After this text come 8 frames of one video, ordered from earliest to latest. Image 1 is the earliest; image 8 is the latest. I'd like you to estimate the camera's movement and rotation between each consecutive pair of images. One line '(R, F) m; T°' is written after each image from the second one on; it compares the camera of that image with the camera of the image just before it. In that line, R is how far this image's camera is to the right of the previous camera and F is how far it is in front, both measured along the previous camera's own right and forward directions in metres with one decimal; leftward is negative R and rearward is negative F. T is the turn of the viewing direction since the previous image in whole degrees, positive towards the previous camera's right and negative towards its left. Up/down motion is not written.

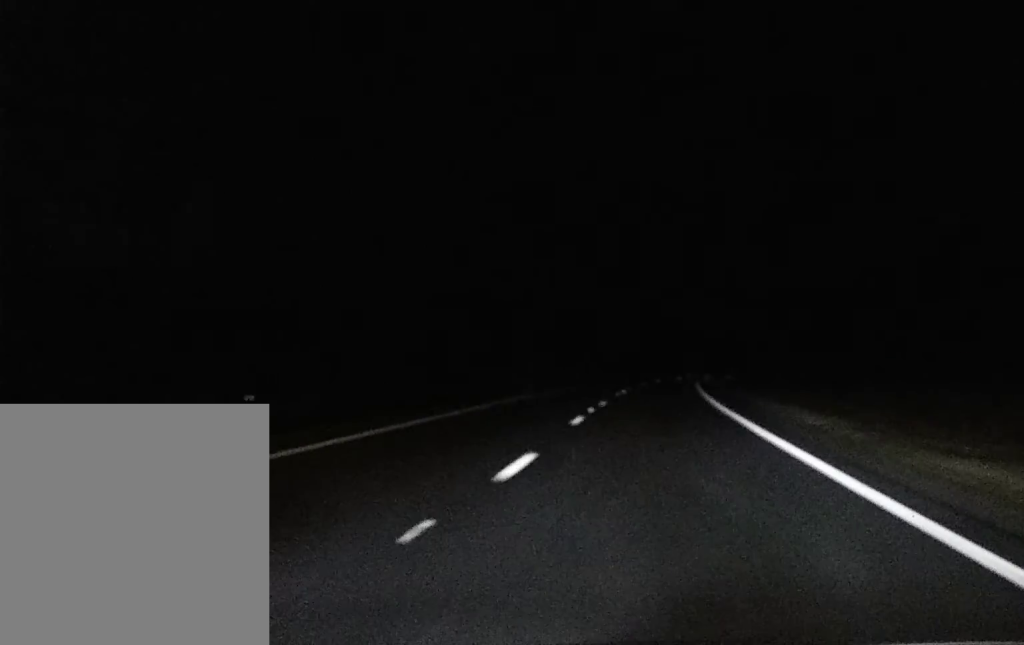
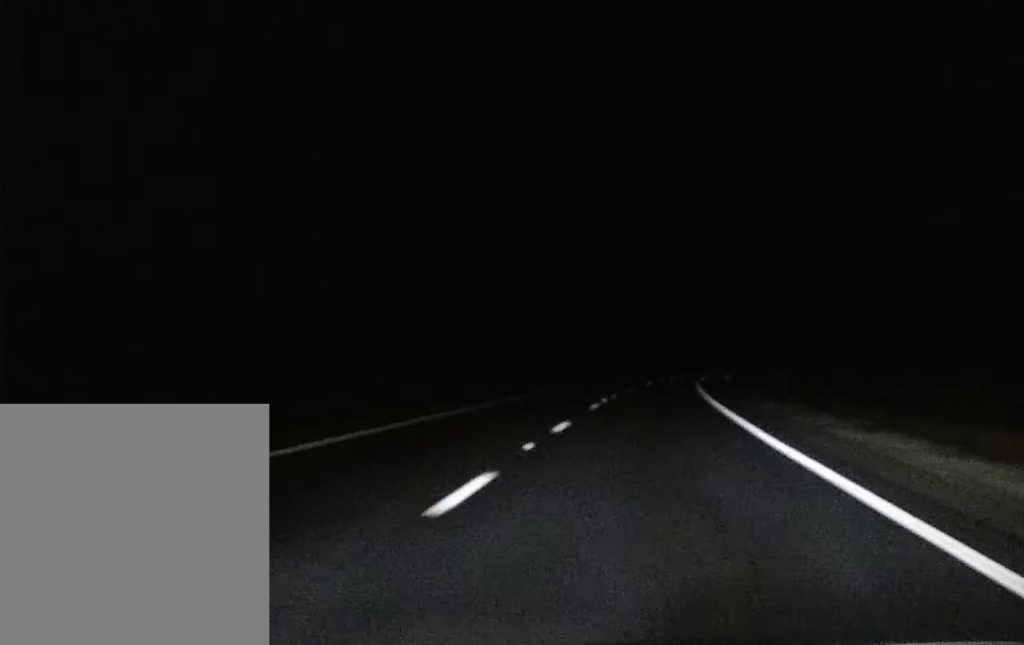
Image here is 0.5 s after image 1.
(0.0, +15.1) m; 0°
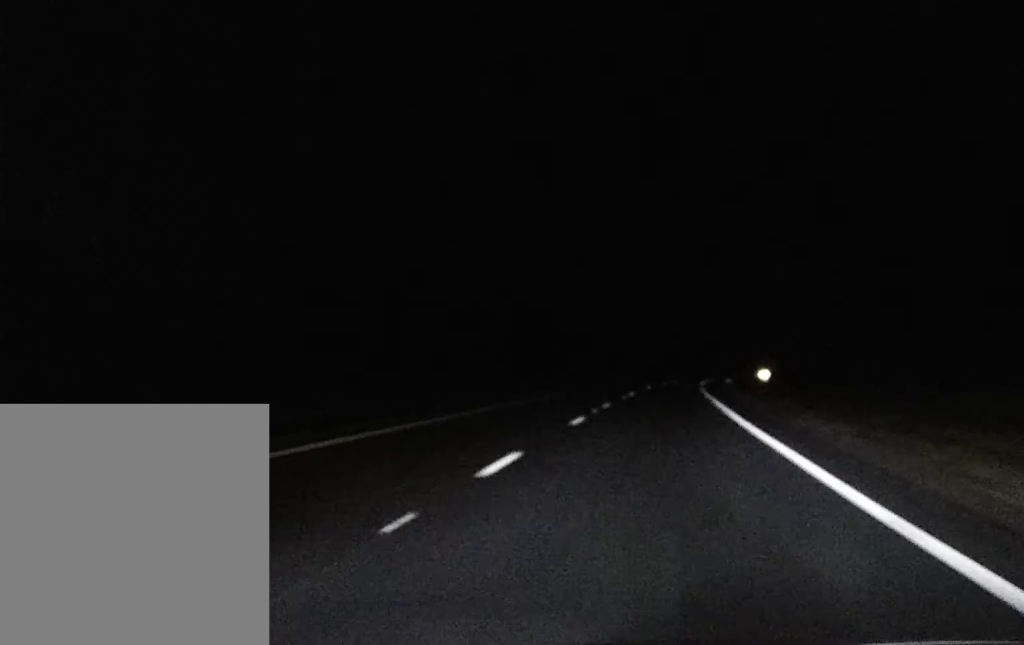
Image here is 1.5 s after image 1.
(+0.1, +32.5) m; 0°
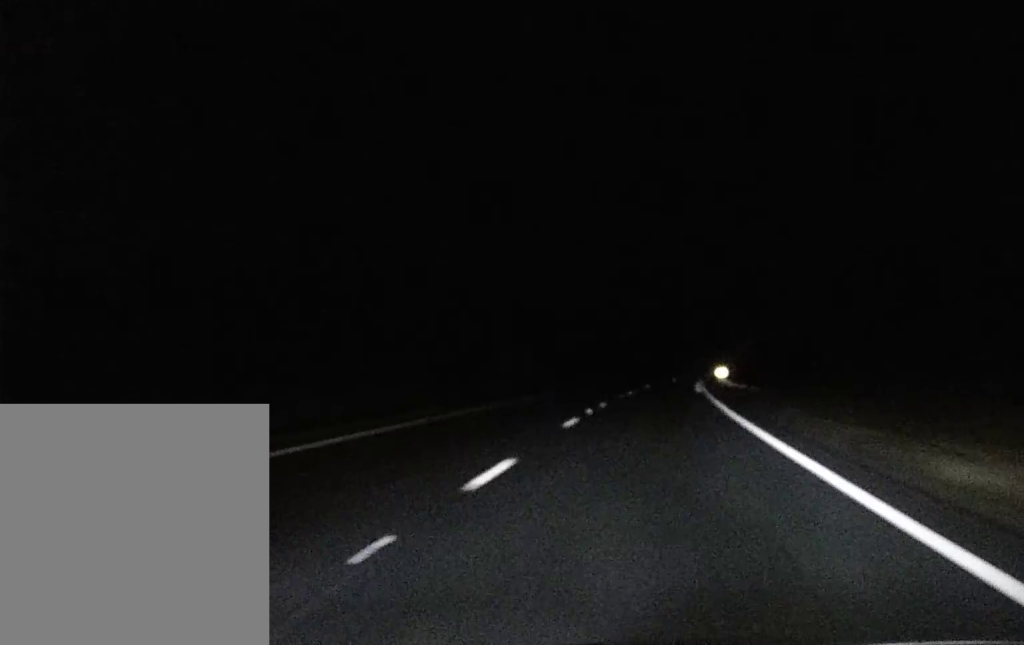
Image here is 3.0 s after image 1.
(+0.6, +50.0) m; +1°
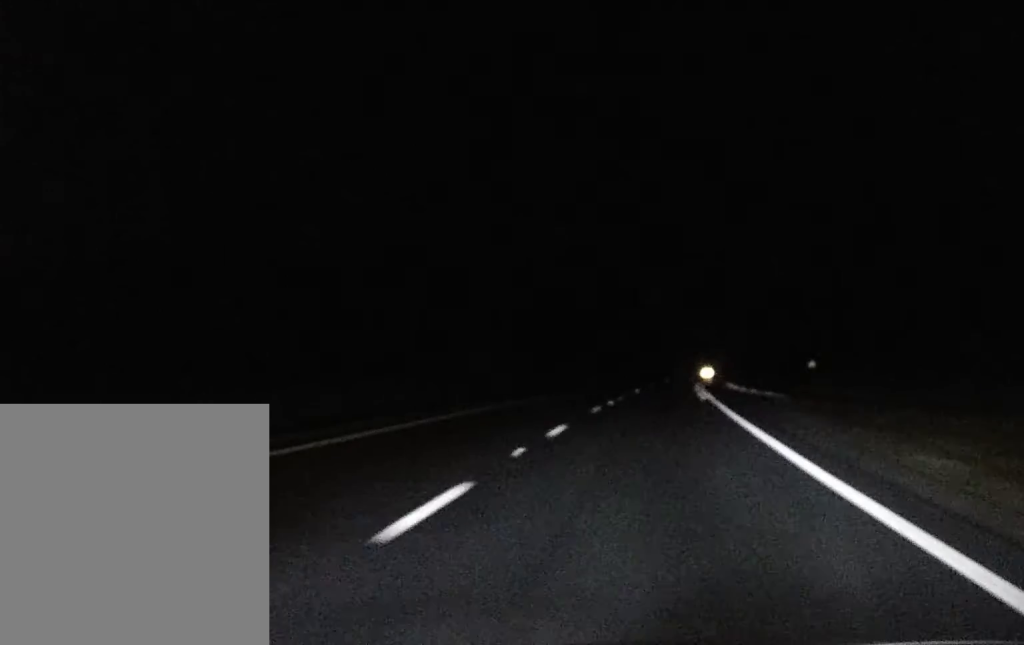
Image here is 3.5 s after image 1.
(0.0, +15.3) m; 0°
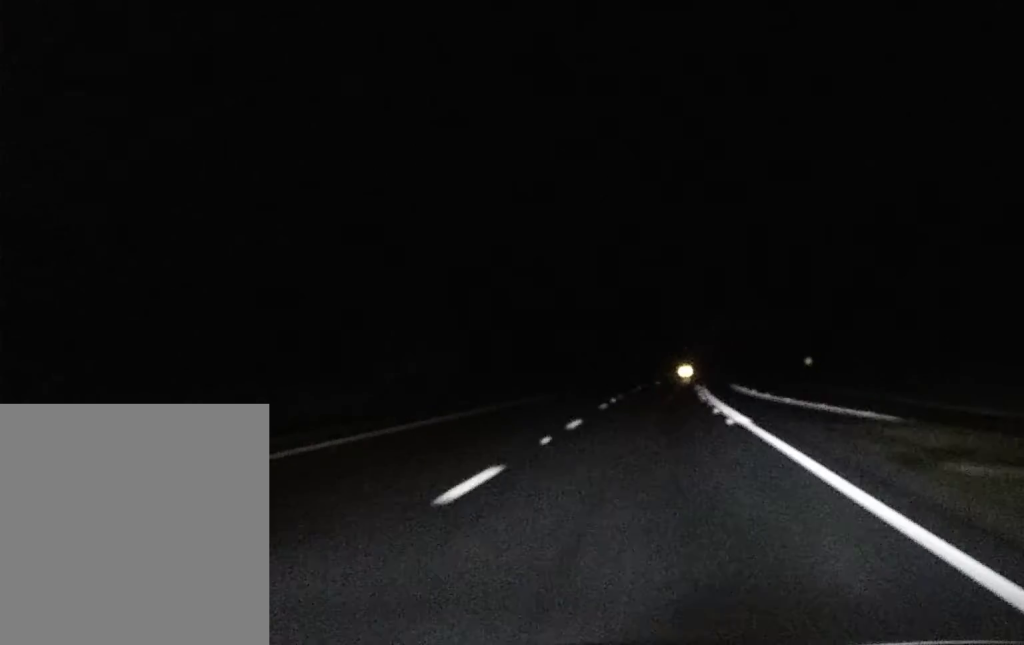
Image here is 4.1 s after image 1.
(+0.2, +22.0) m; +1°
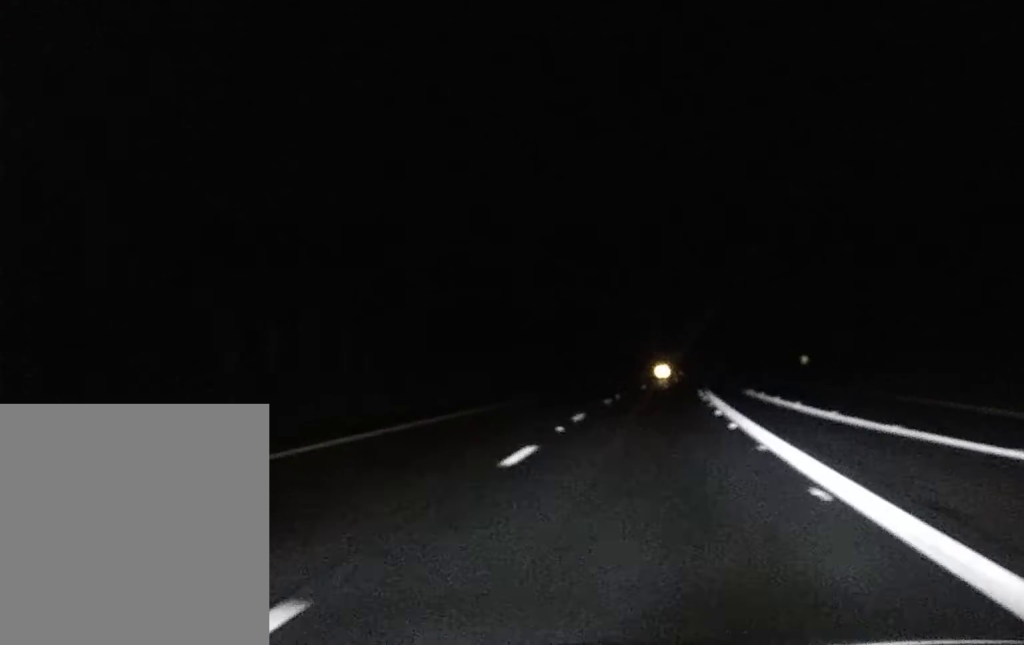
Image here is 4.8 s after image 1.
(+0.1, +21.0) m; +1°
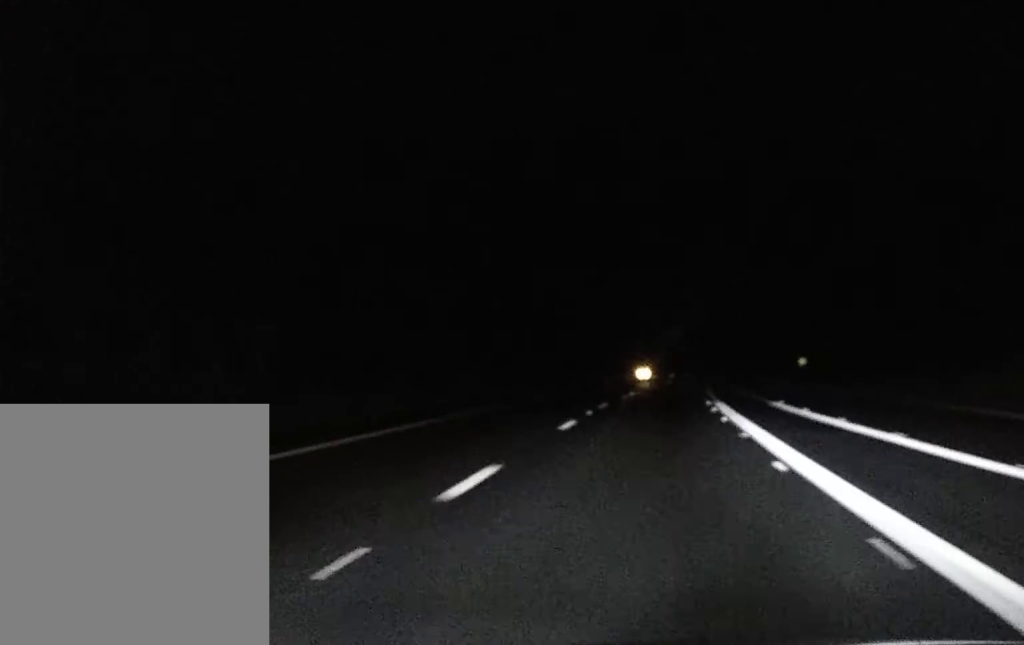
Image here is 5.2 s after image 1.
(+0.2, +15.5) m; 0°
